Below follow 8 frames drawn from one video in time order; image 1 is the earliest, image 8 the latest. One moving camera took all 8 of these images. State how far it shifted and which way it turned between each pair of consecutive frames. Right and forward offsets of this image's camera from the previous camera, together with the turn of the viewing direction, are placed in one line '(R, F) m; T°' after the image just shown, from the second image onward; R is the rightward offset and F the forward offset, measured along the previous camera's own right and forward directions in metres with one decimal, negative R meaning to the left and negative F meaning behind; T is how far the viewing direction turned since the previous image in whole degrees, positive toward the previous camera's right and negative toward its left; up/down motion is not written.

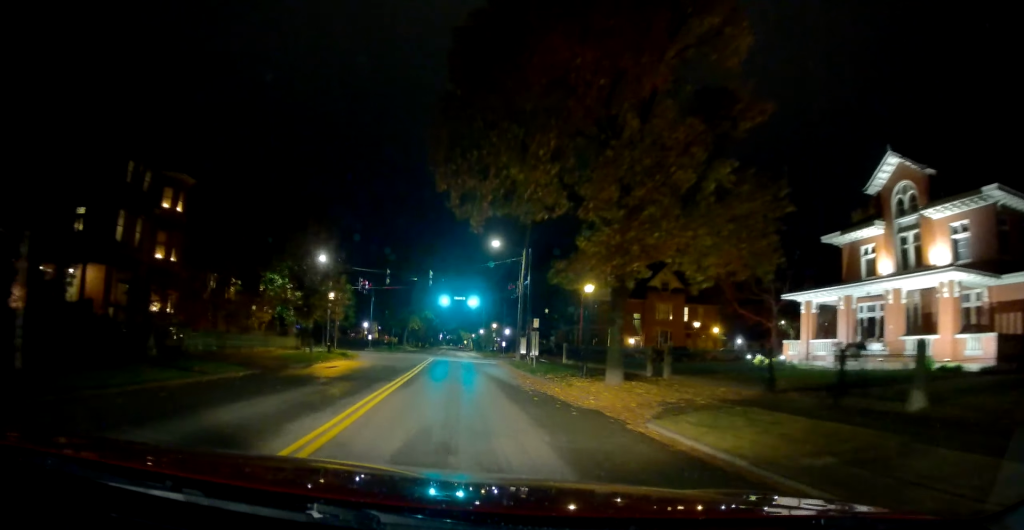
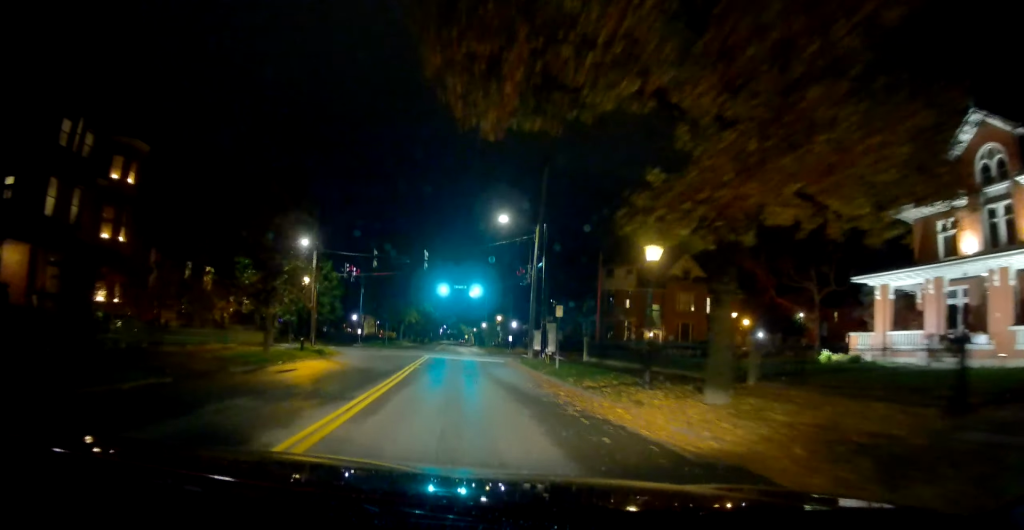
(+0.3, +6.5) m; +1°
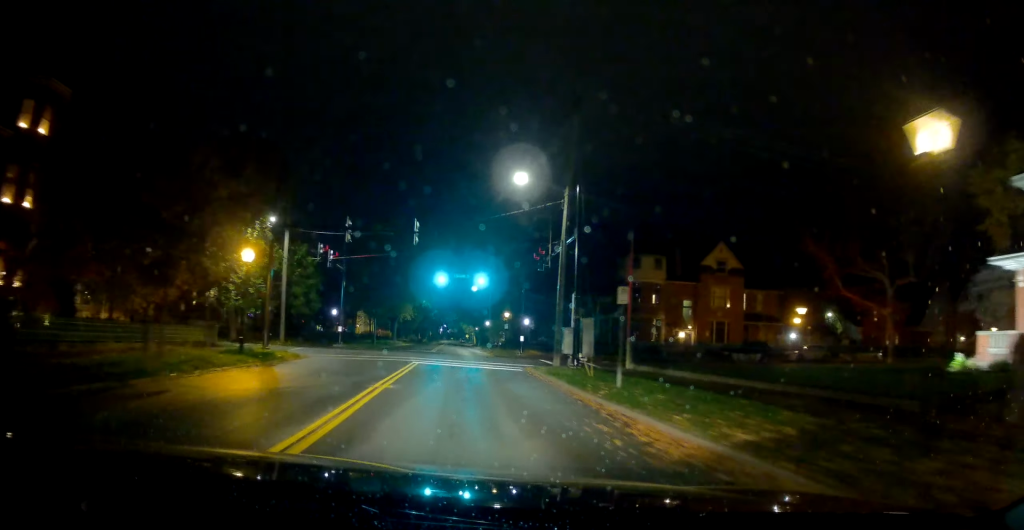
(-0.3, +8.7) m; -3°
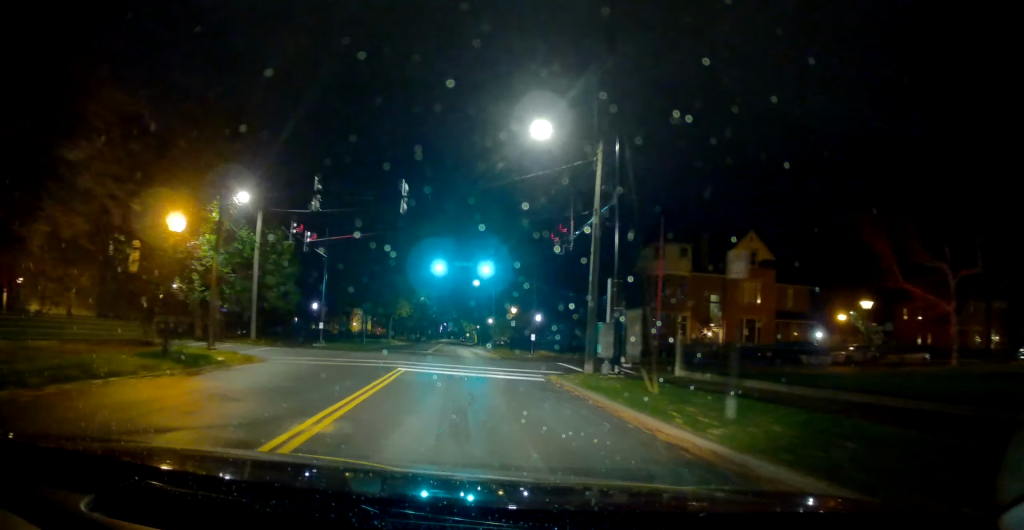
(-0.1, +6.1) m; -1°
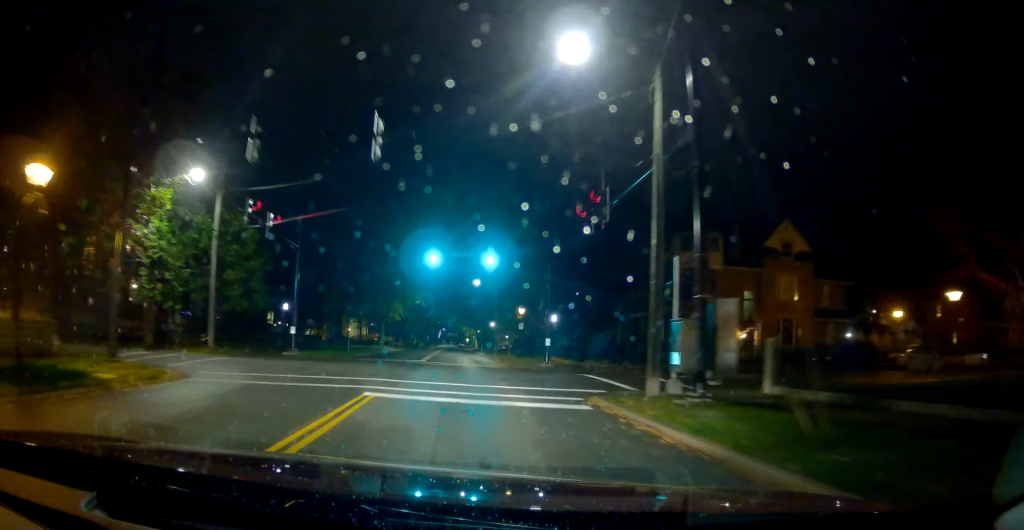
(-0.1, +6.4) m; 0°
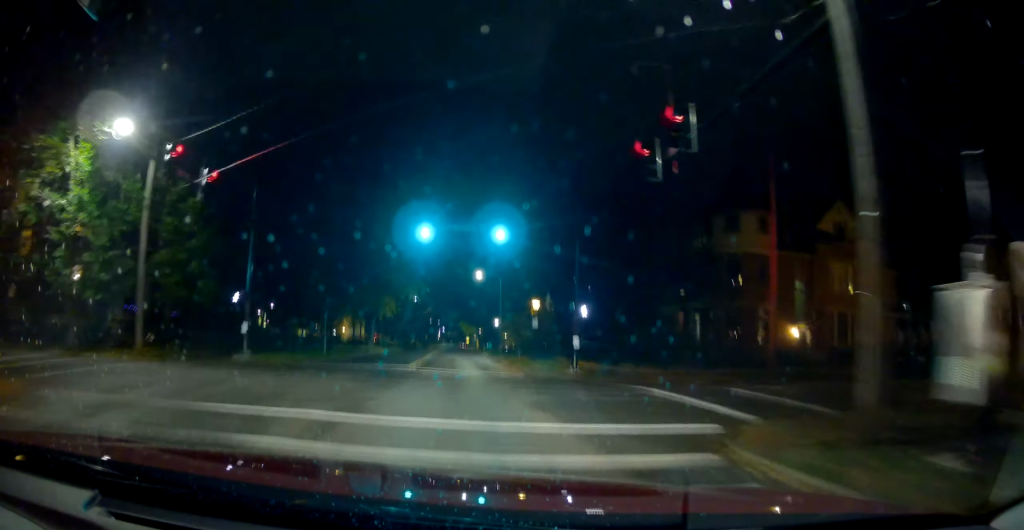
(-0.1, +7.3) m; 0°
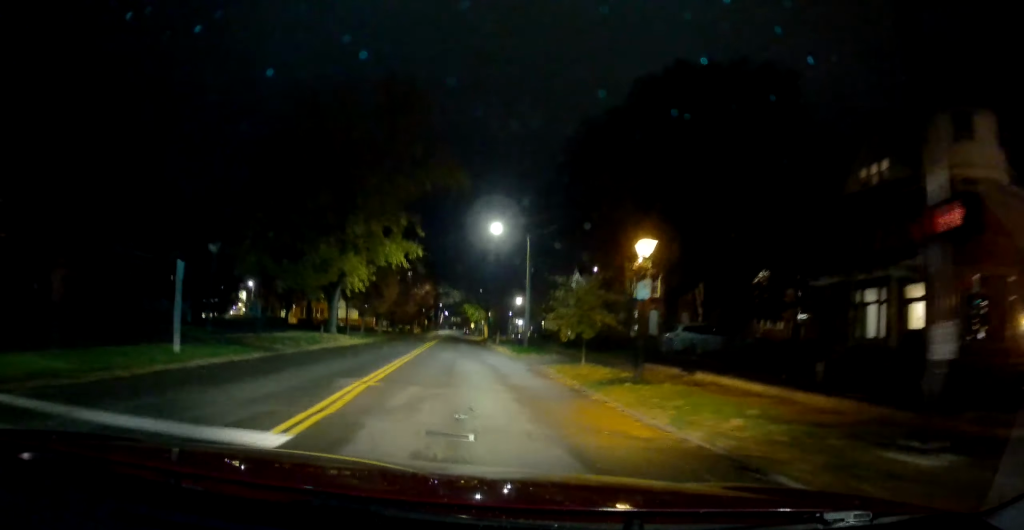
(+0.7, +18.5) m; +3°
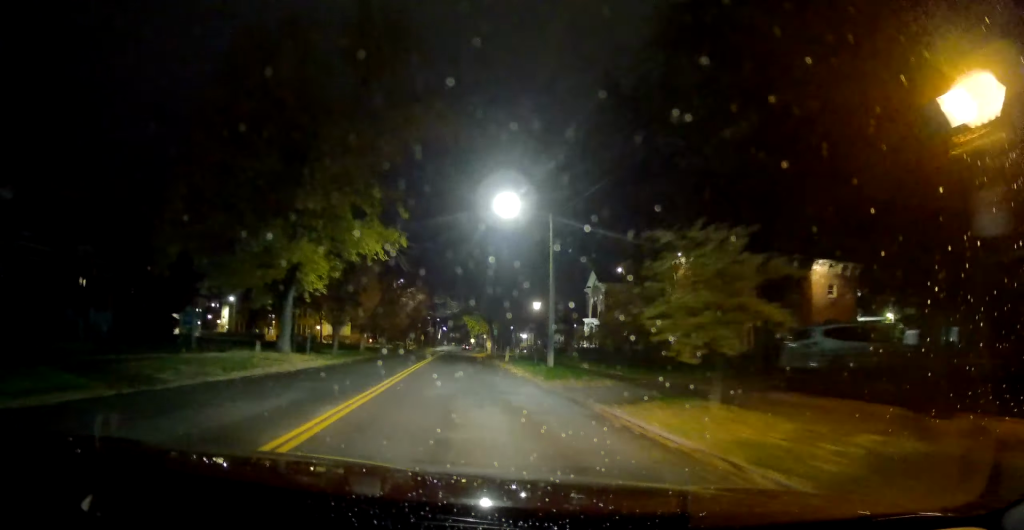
(0.0, +10.3) m; +1°
